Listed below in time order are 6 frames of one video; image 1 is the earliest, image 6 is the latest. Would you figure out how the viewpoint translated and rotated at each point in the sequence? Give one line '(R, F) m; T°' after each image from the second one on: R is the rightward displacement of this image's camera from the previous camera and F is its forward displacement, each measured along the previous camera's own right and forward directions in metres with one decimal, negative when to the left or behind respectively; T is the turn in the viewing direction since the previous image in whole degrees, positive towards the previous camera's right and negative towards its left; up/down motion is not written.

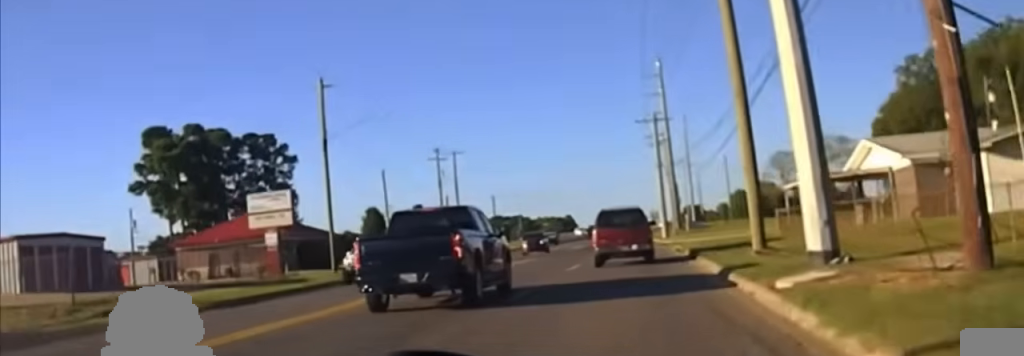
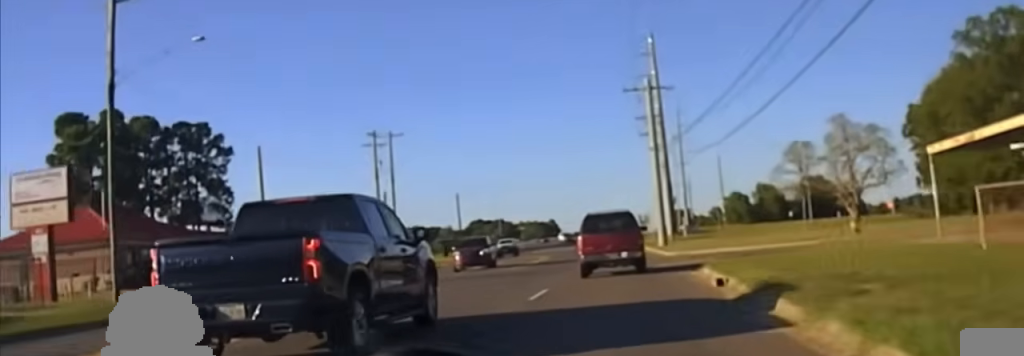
(+0.2, +23.7) m; 0°
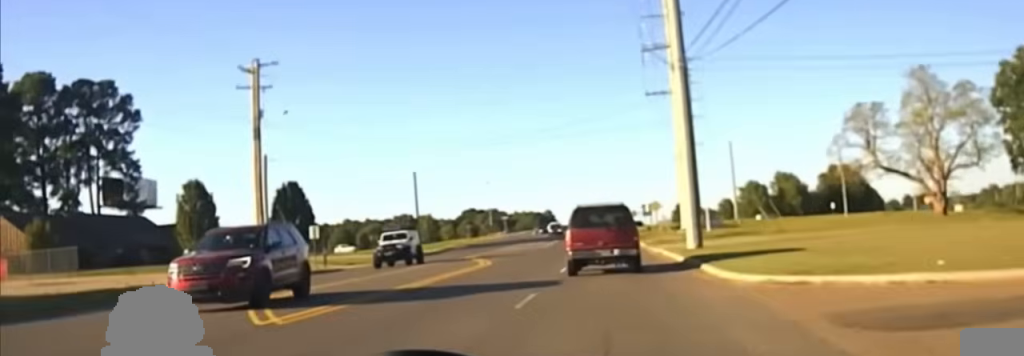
(-0.2, +30.5) m; 0°
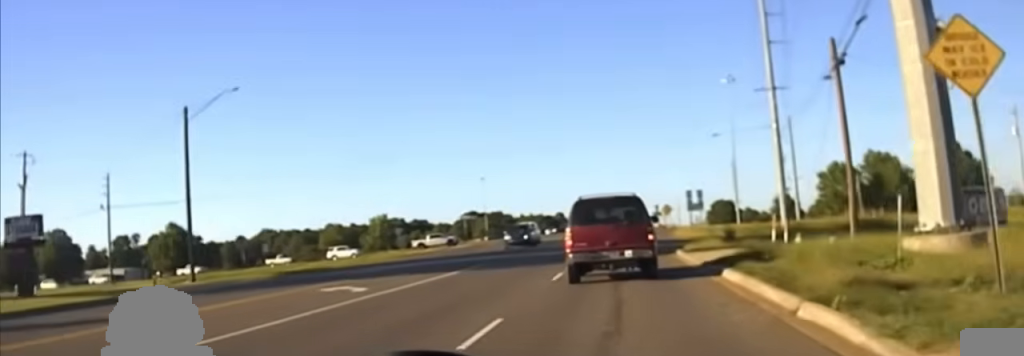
(-0.2, +66.0) m; -2°
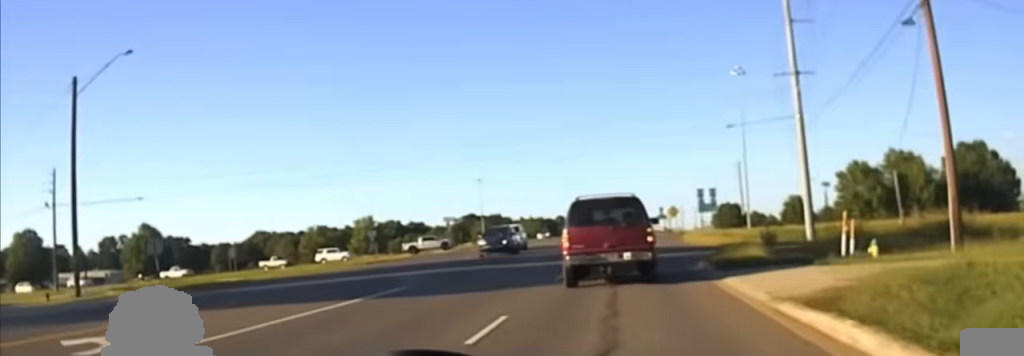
(-0.2, +11.8) m; 0°
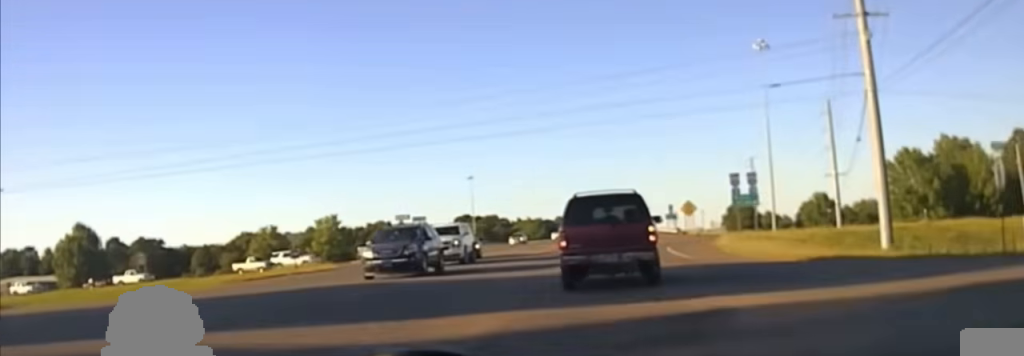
(+0.1, +23.6) m; +1°
